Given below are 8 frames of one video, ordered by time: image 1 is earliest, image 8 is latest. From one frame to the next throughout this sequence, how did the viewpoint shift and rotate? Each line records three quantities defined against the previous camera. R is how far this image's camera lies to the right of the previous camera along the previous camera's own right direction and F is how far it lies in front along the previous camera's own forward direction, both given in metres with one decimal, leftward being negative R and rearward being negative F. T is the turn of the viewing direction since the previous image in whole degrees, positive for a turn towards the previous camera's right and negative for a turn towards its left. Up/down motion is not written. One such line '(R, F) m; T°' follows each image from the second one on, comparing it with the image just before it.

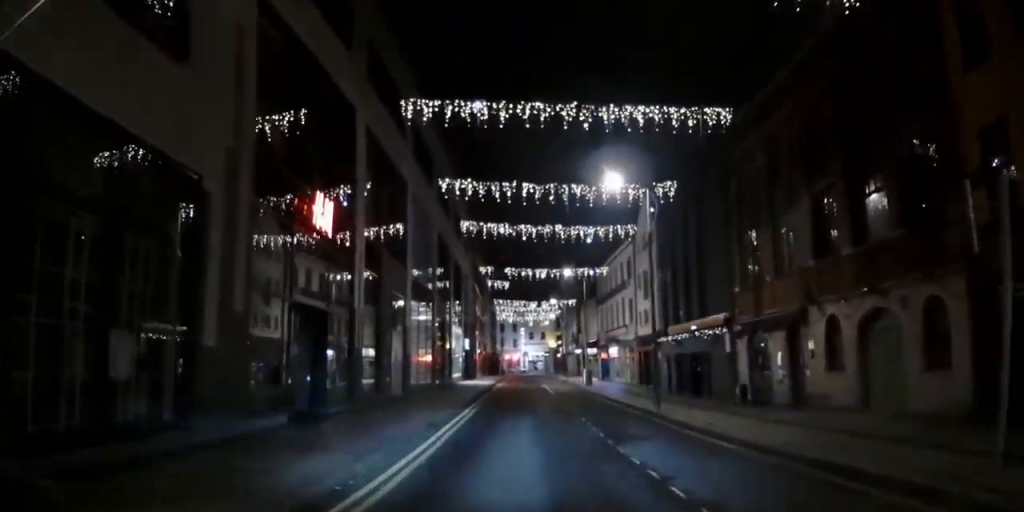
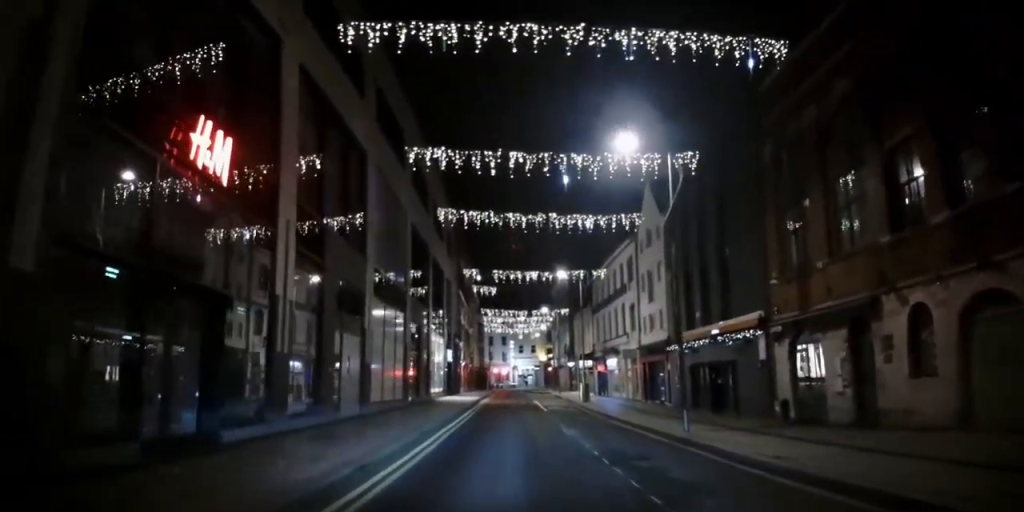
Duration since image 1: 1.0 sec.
(+0.4, +4.5) m; +6°
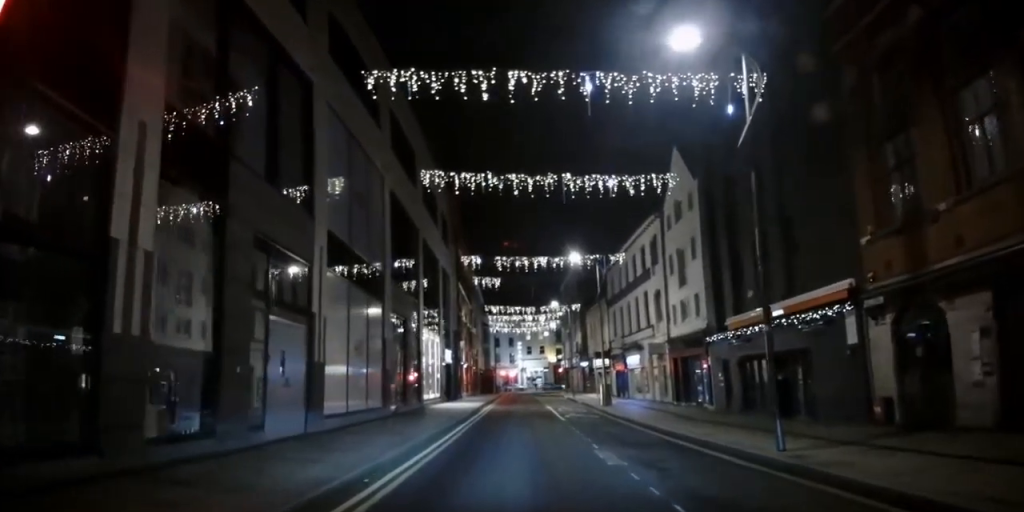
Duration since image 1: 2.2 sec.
(+0.1, +5.2) m; -1°
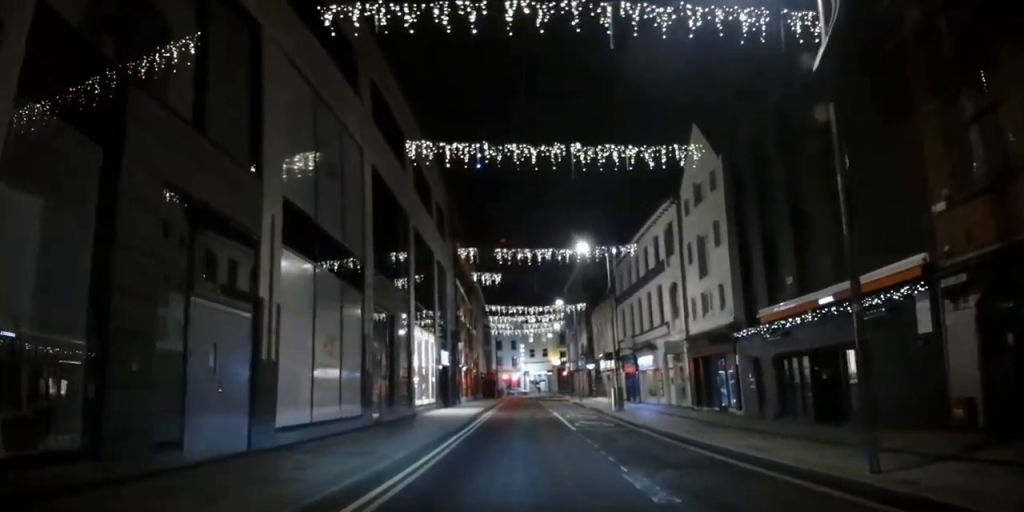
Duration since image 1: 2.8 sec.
(-0.1, +2.8) m; -5°
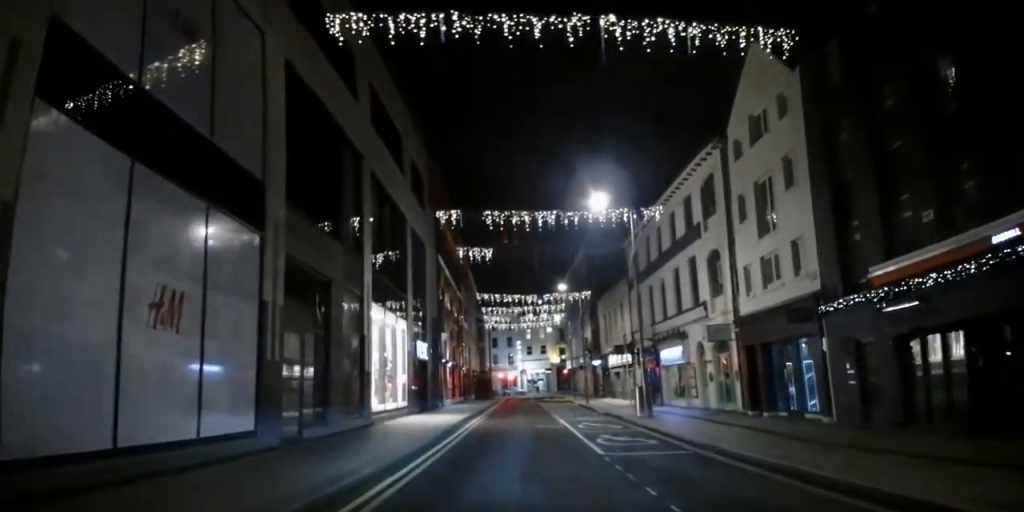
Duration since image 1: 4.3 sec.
(-0.6, +6.8) m; -4°
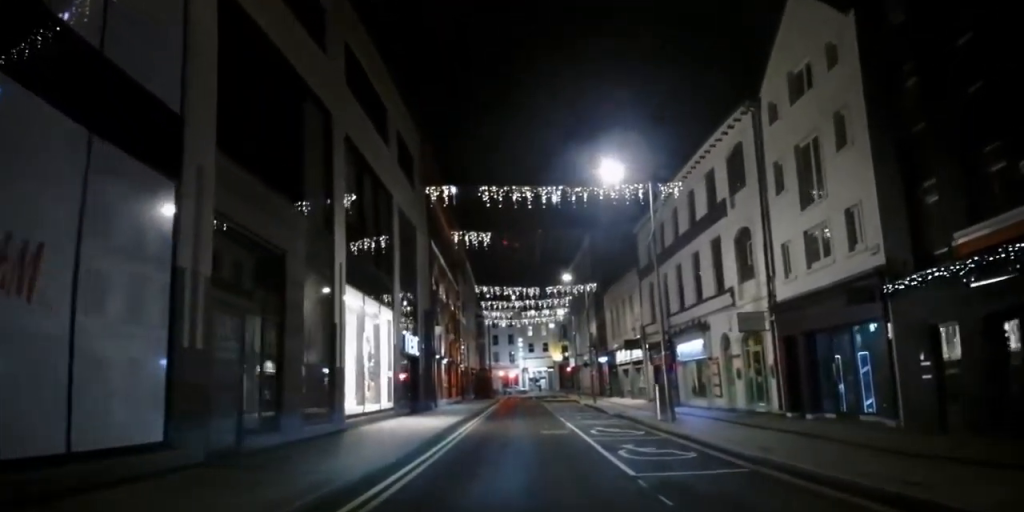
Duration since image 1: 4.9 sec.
(+0.2, +3.0) m; 0°
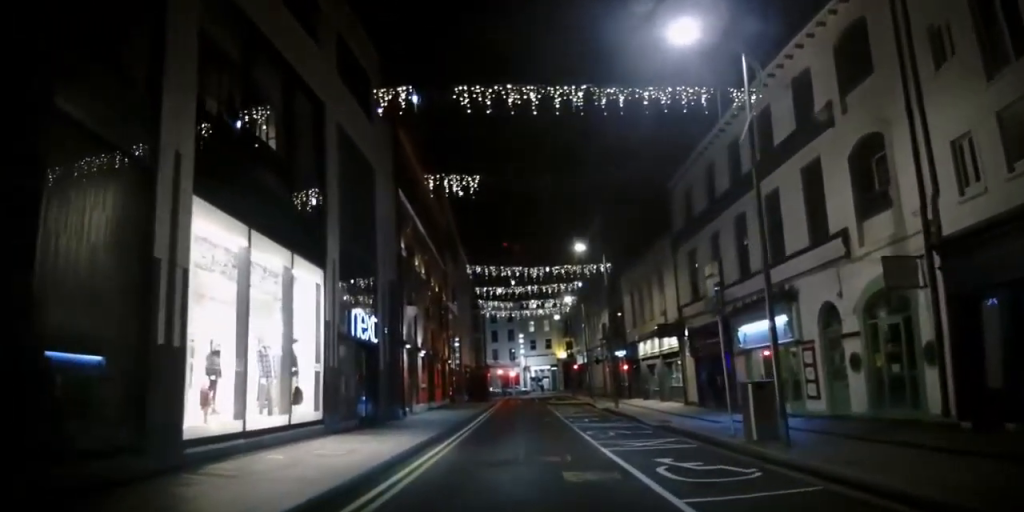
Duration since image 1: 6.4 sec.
(-0.1, +8.0) m; 0°
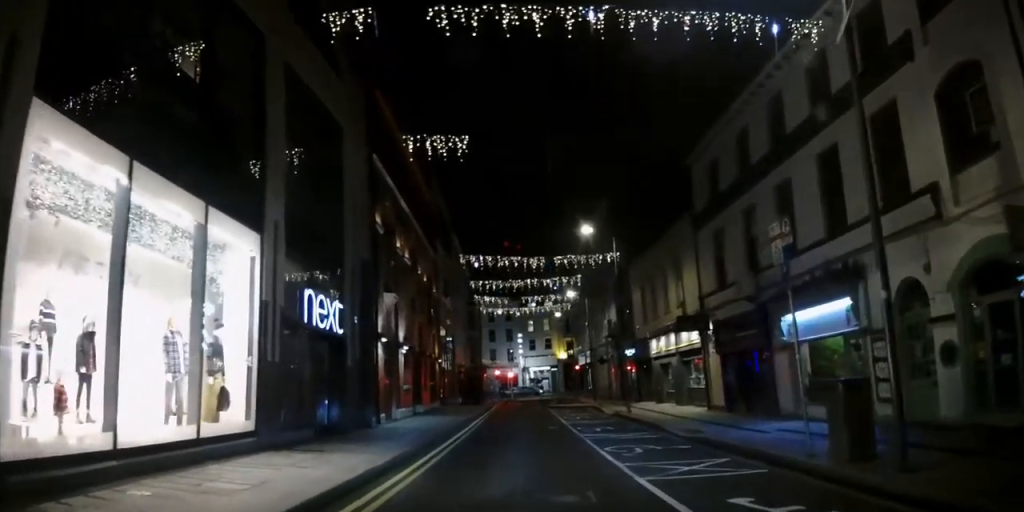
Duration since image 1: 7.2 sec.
(+0.2, +3.9) m; 0°
